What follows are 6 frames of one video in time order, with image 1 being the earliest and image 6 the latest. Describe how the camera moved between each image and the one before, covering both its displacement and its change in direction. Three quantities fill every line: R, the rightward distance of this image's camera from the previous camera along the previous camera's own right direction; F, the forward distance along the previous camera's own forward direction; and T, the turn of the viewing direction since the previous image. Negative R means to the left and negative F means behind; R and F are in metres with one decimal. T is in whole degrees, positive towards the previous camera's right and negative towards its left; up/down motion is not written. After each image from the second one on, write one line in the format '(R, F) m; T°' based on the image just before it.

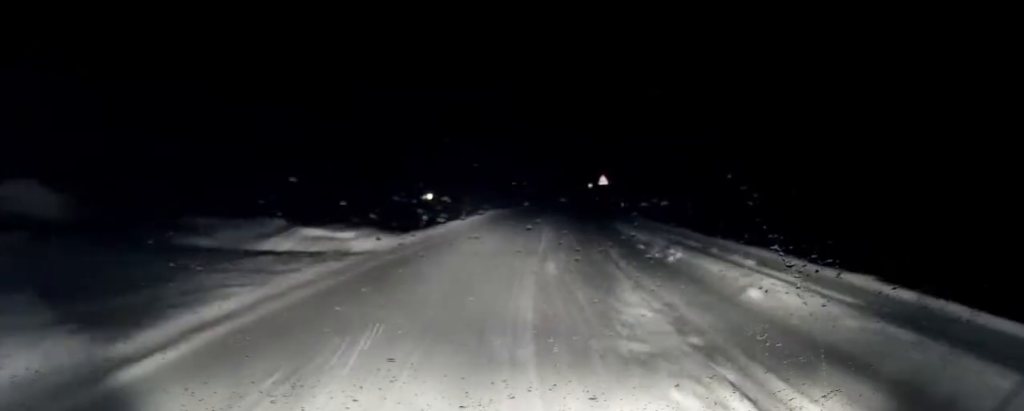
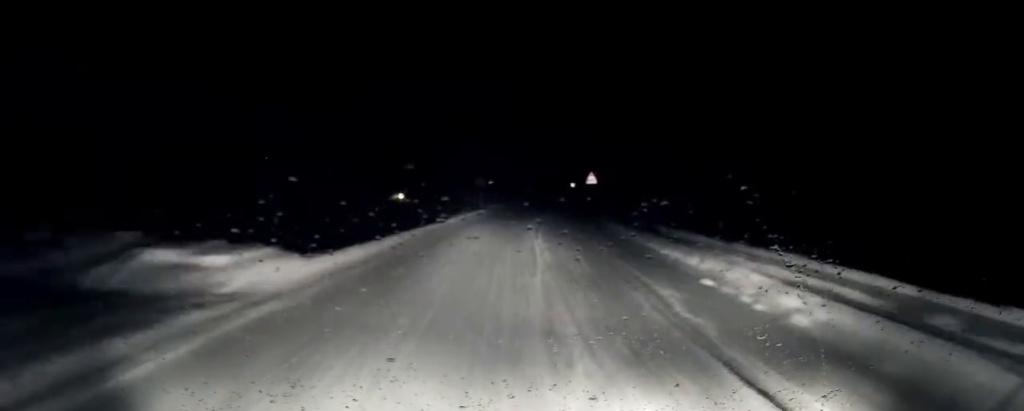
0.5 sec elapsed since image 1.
(0.0, +6.8) m; +1°
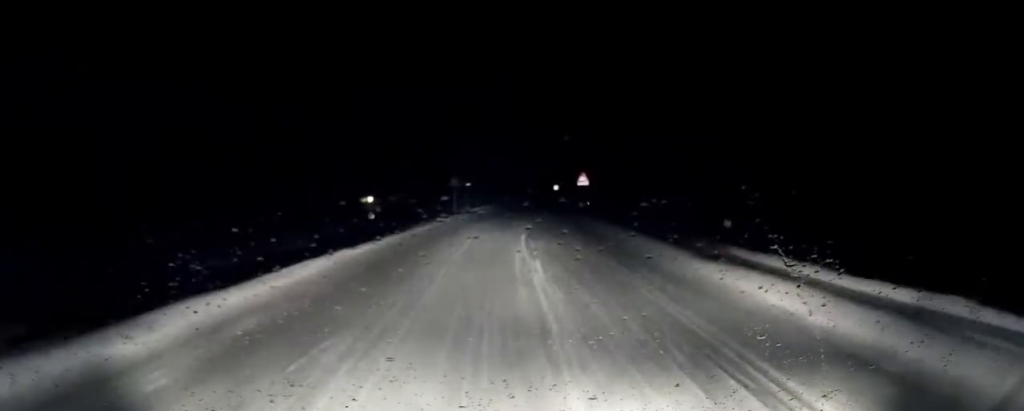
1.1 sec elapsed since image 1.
(+0.1, +7.7) m; +1°
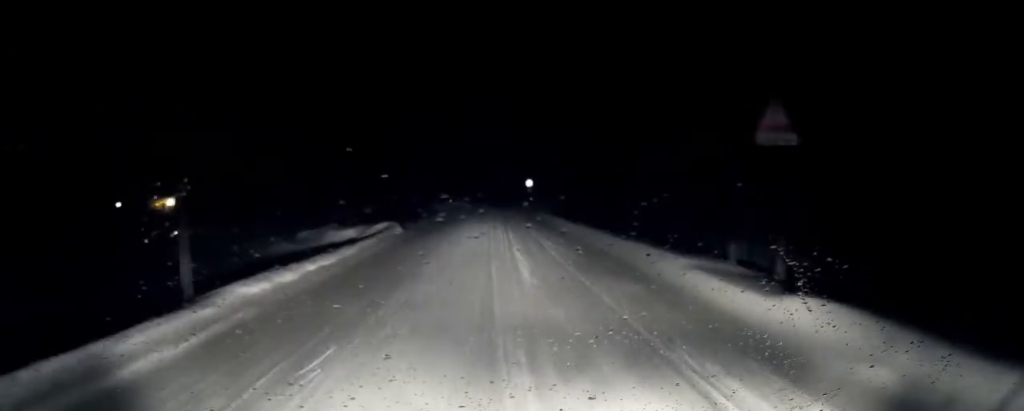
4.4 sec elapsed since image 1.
(+2.5, +42.5) m; +5°
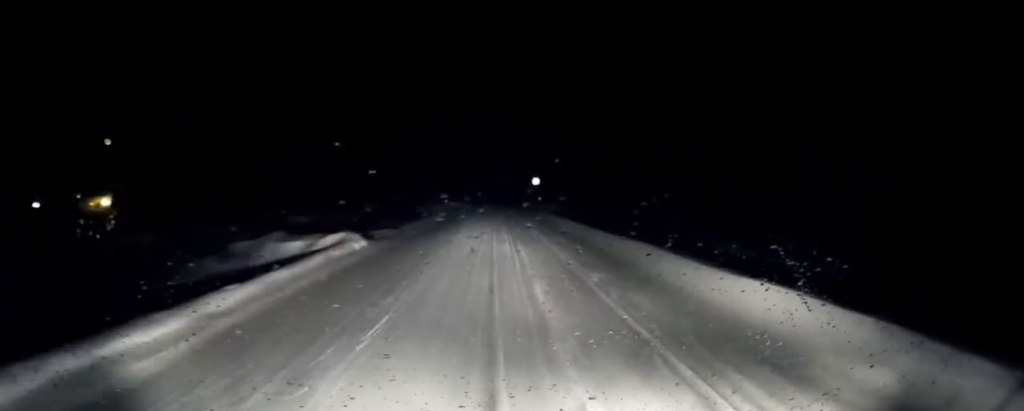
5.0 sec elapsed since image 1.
(0.0, +7.7) m; 0°
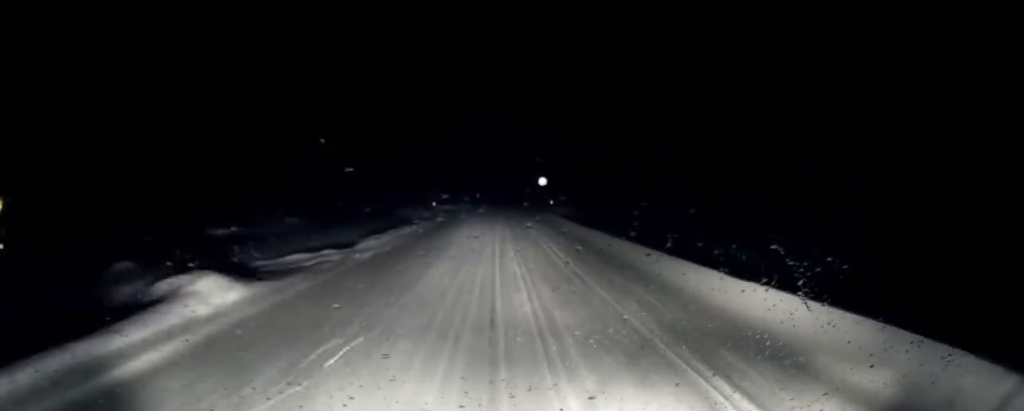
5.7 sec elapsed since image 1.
(+0.1, +8.9) m; 0°
